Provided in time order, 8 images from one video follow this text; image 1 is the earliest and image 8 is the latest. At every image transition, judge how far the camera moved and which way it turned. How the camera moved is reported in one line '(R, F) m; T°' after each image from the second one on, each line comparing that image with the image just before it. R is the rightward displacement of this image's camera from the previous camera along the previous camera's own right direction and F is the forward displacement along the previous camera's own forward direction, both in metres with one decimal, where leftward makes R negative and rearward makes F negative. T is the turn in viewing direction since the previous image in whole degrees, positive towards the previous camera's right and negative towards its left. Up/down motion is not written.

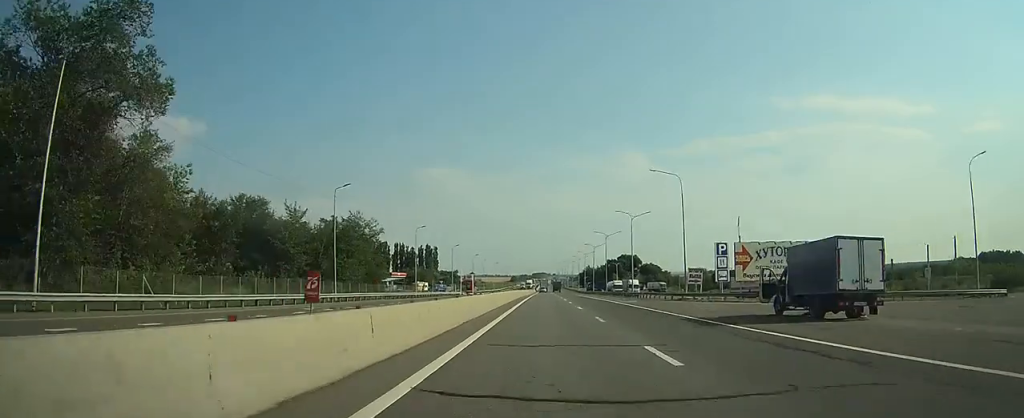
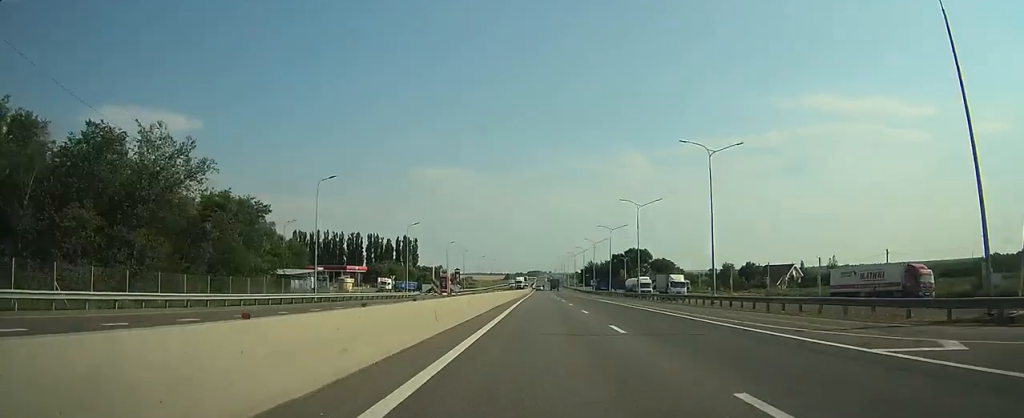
(-0.2, +42.1) m; 0°
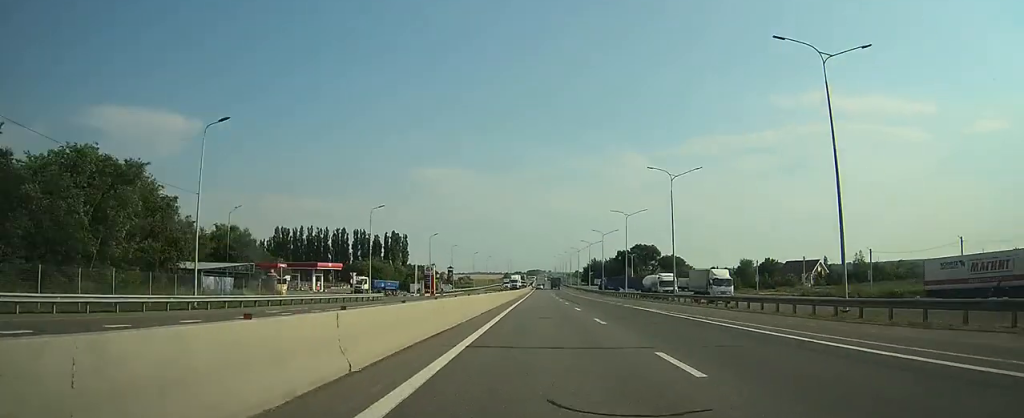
(0.0, +20.0) m; 0°
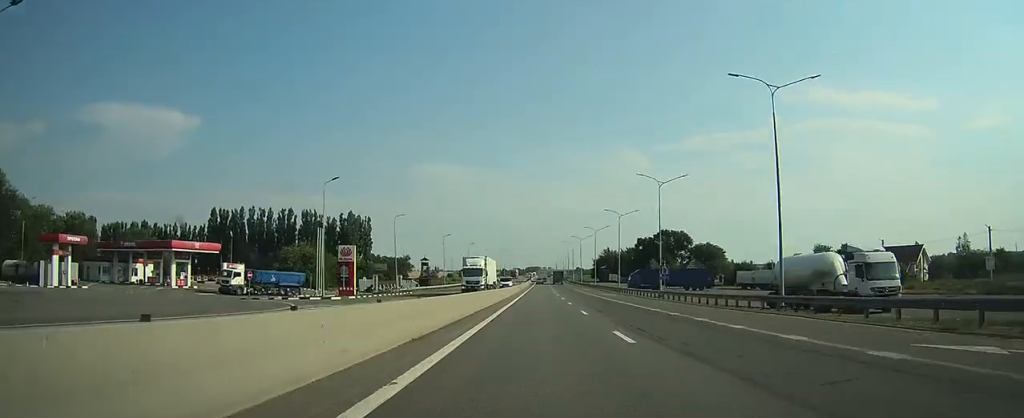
(+0.1, +55.5) m; 0°
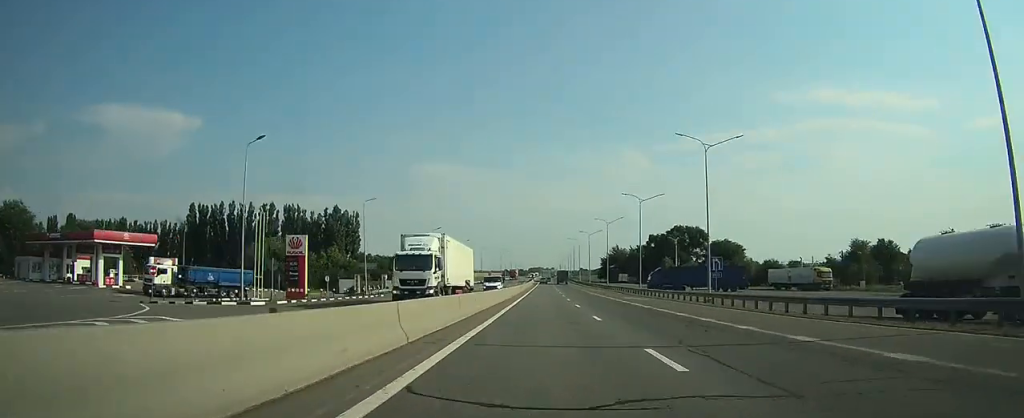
(0.0, +16.7) m; 0°
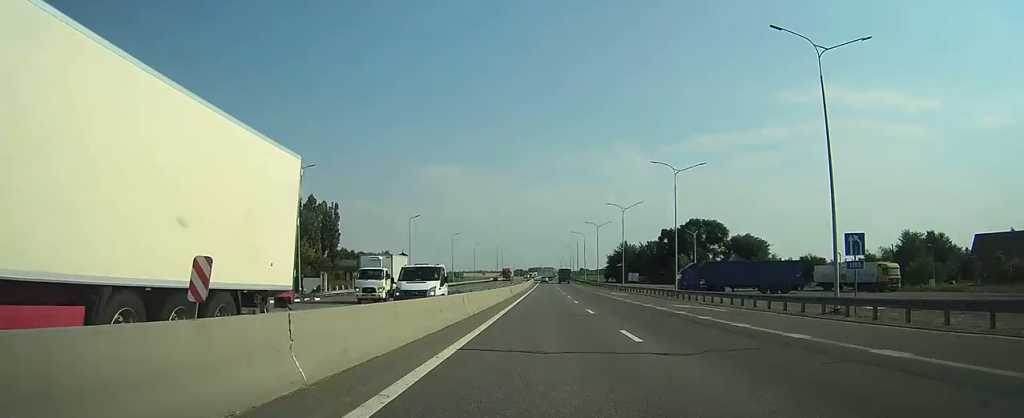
(0.0, +19.7) m; 0°
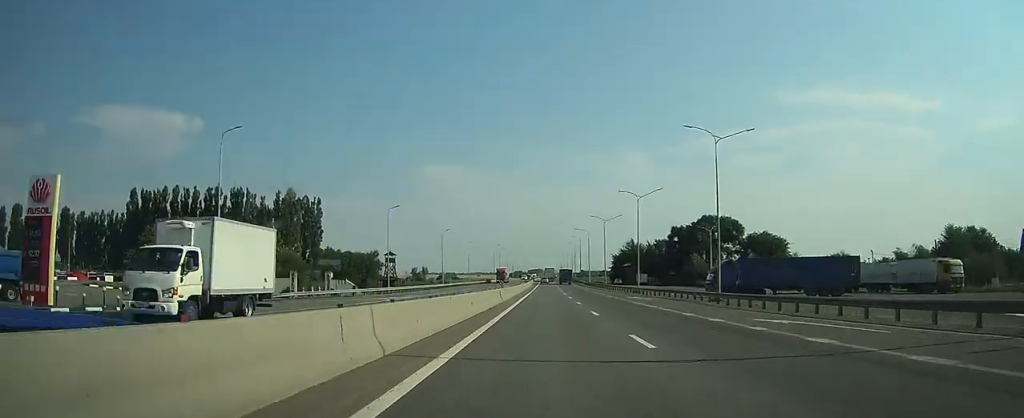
(0.0, +13.4) m; 0°
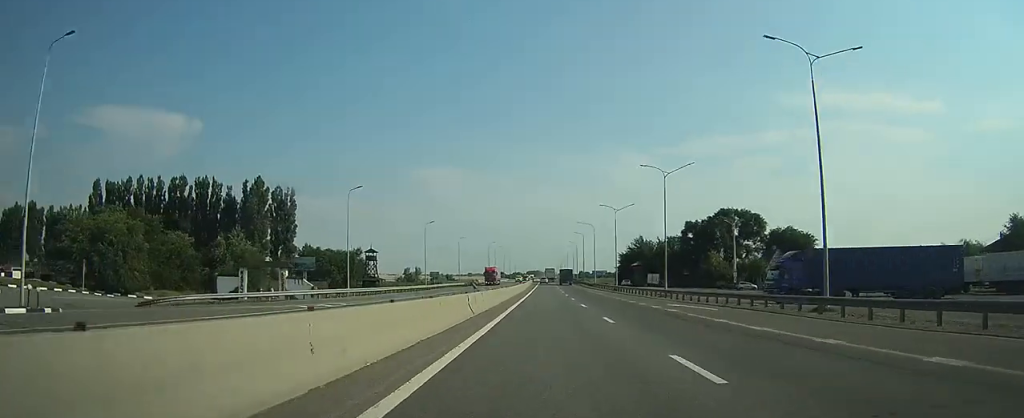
(0.0, +16.5) m; 0°
